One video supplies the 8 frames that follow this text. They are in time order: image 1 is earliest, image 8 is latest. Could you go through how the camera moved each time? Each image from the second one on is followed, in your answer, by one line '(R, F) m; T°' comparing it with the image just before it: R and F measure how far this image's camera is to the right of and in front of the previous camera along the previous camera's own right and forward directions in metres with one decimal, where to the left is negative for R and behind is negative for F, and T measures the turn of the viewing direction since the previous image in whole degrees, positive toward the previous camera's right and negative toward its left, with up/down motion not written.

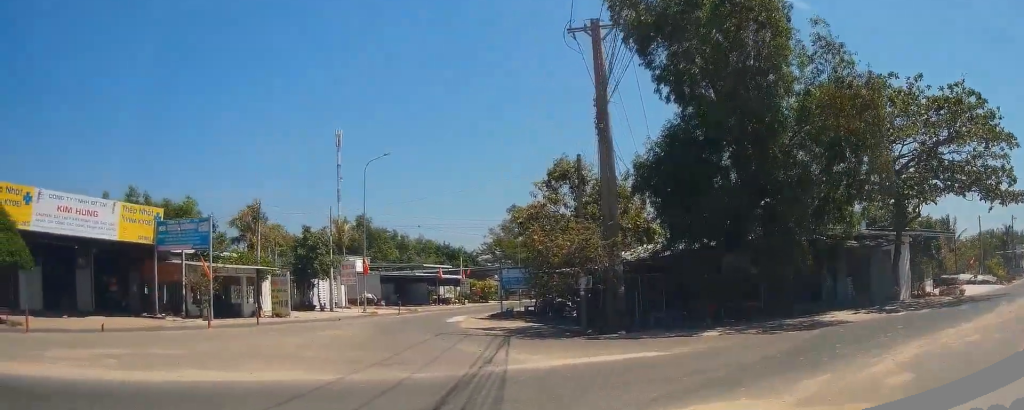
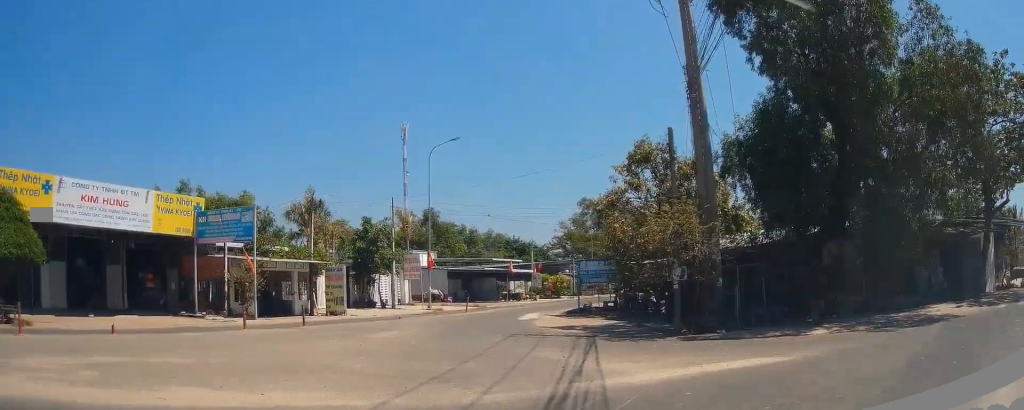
(0.0, +3.1) m; -1°
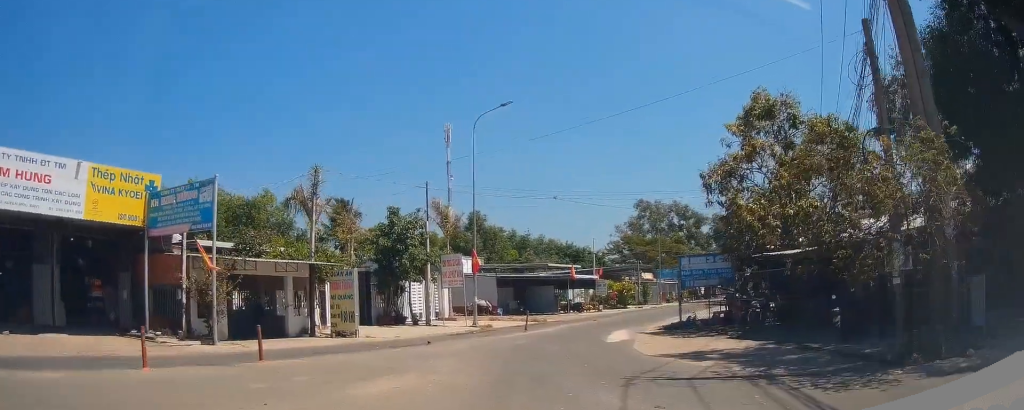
(-0.3, +9.7) m; -4°
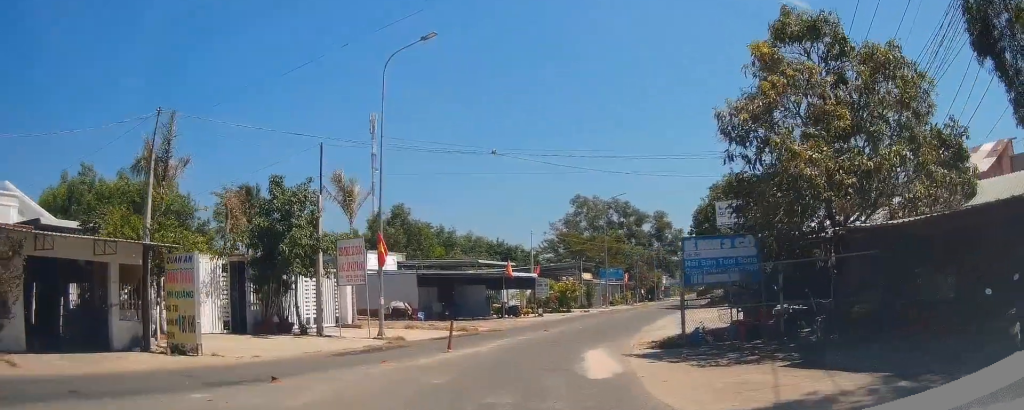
(-0.3, +8.4) m; +2°
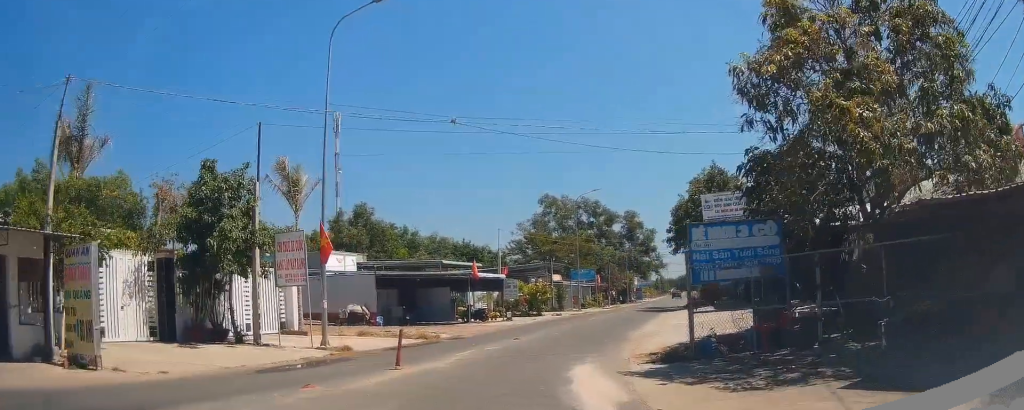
(0.0, +3.4) m; +3°
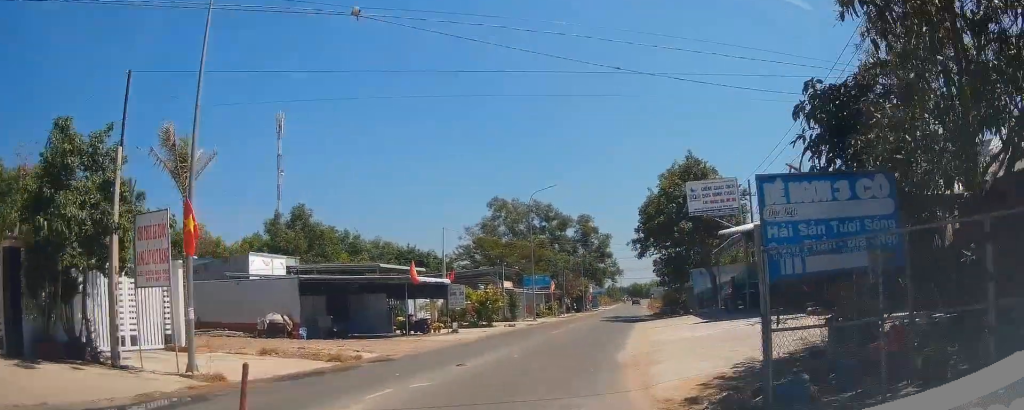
(+0.5, +5.8) m; +5°
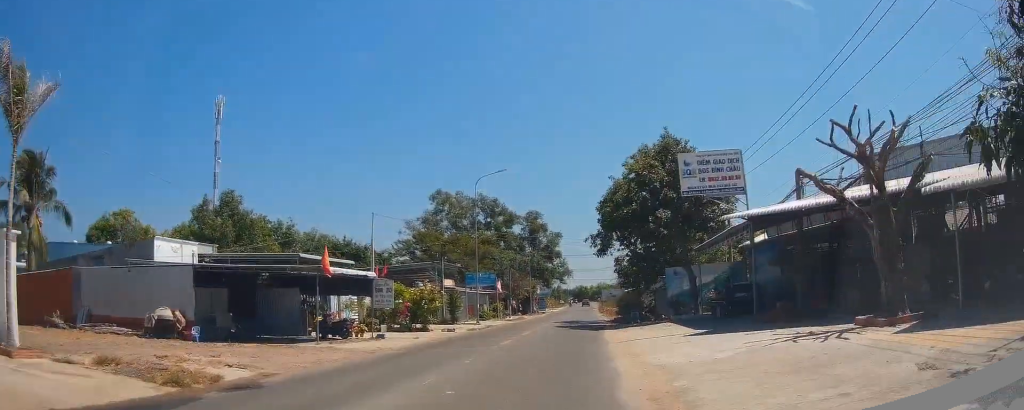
(0.0, +6.3) m; 0°
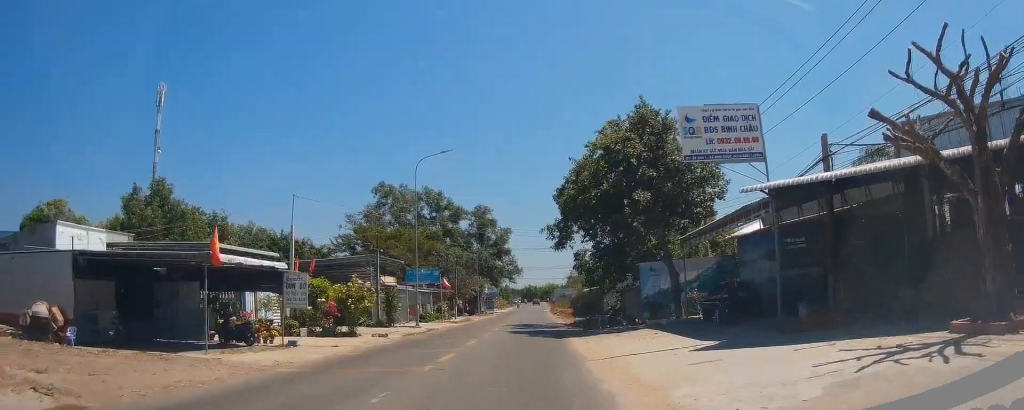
(-0.2, +5.6) m; +5°
